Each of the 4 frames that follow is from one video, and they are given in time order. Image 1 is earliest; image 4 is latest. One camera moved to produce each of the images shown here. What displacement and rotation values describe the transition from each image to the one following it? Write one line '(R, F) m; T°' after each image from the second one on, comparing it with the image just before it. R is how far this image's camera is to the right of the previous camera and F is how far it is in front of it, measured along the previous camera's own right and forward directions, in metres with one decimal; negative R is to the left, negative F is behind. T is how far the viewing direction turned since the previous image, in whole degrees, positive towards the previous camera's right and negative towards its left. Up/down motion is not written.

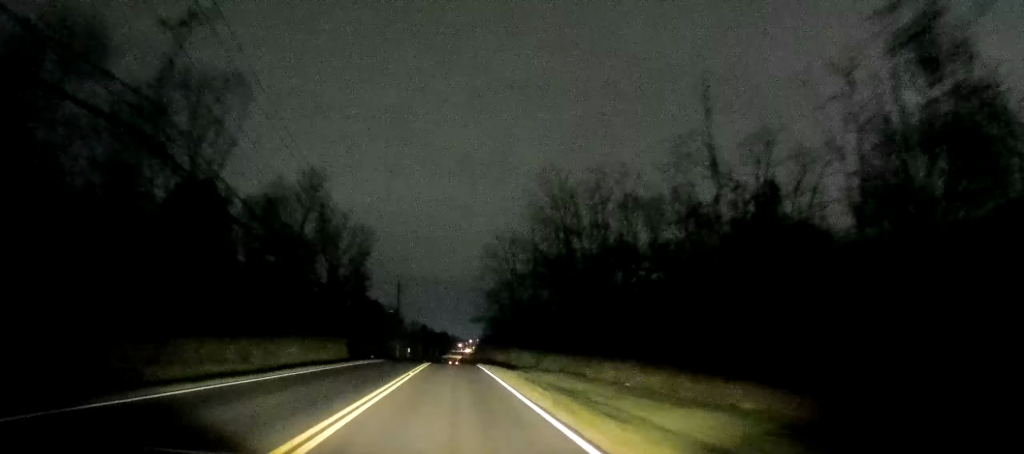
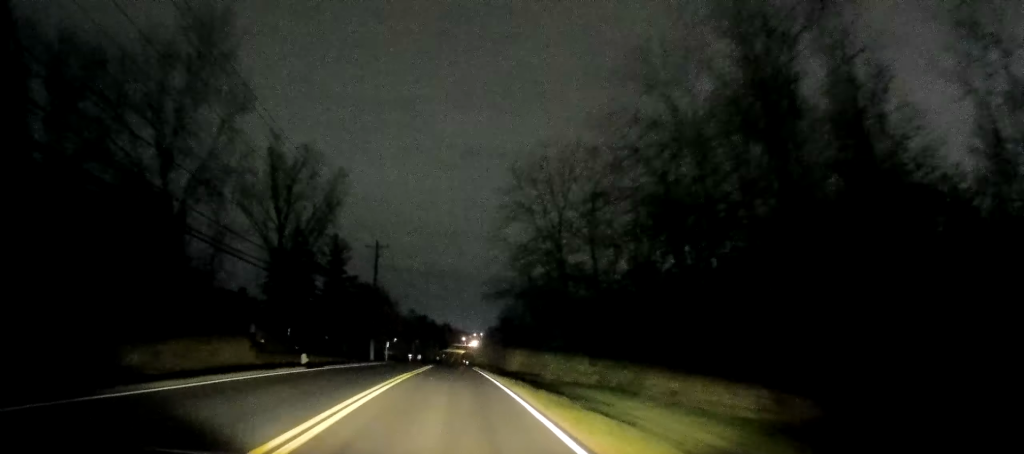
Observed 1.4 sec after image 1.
(0.0, +28.4) m; -1°
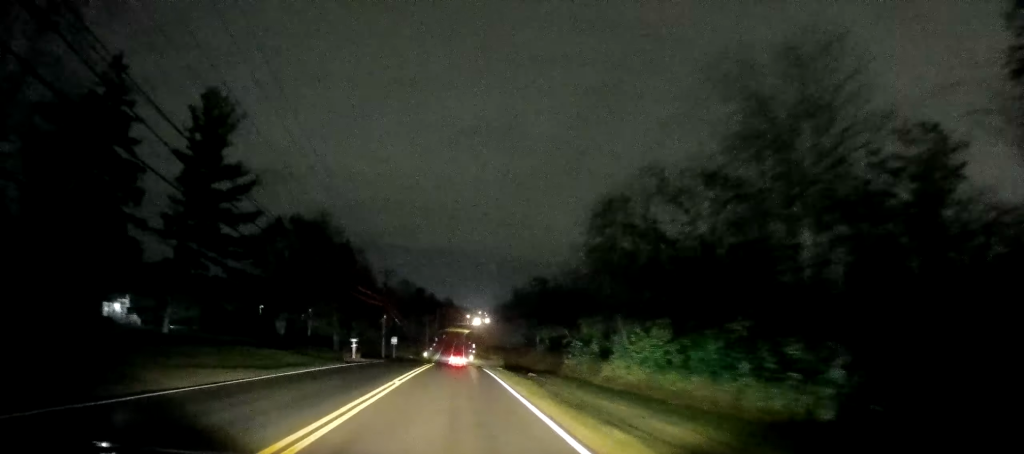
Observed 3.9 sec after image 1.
(-0.1, +51.4) m; +1°
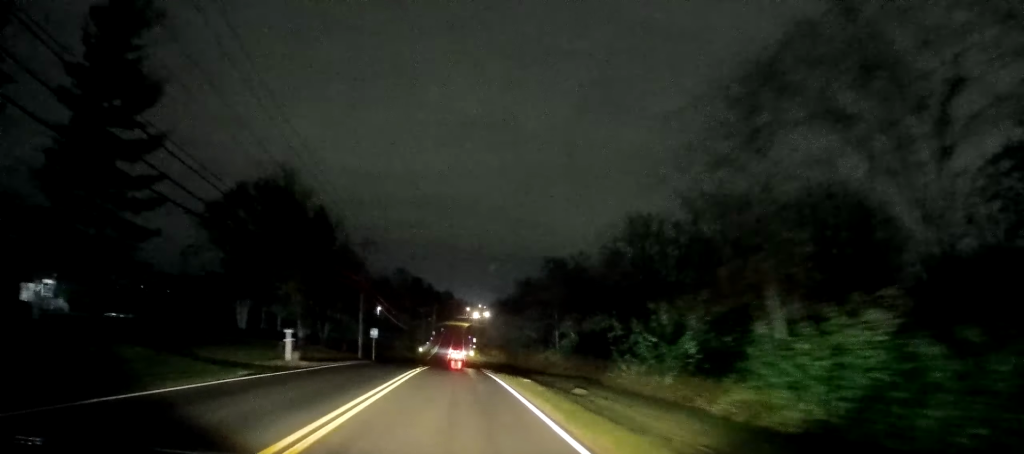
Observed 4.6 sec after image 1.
(-0.1, +14.9) m; 0°
